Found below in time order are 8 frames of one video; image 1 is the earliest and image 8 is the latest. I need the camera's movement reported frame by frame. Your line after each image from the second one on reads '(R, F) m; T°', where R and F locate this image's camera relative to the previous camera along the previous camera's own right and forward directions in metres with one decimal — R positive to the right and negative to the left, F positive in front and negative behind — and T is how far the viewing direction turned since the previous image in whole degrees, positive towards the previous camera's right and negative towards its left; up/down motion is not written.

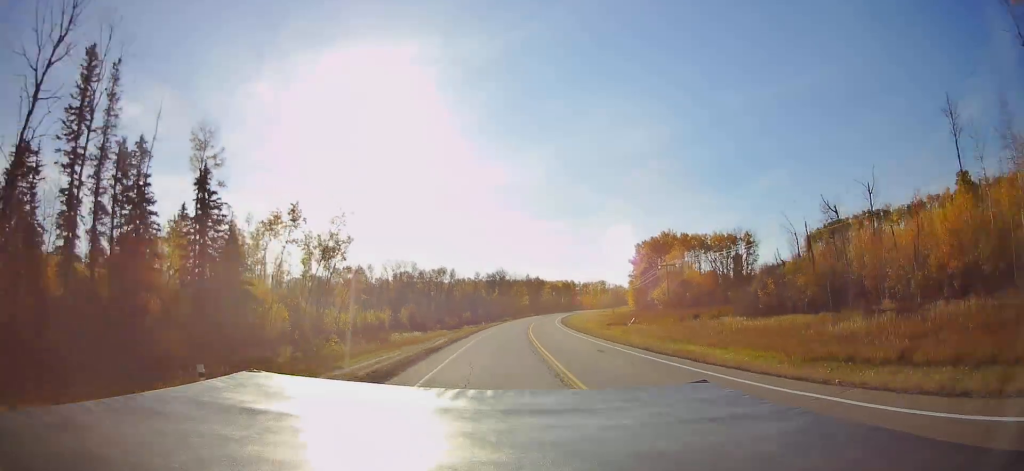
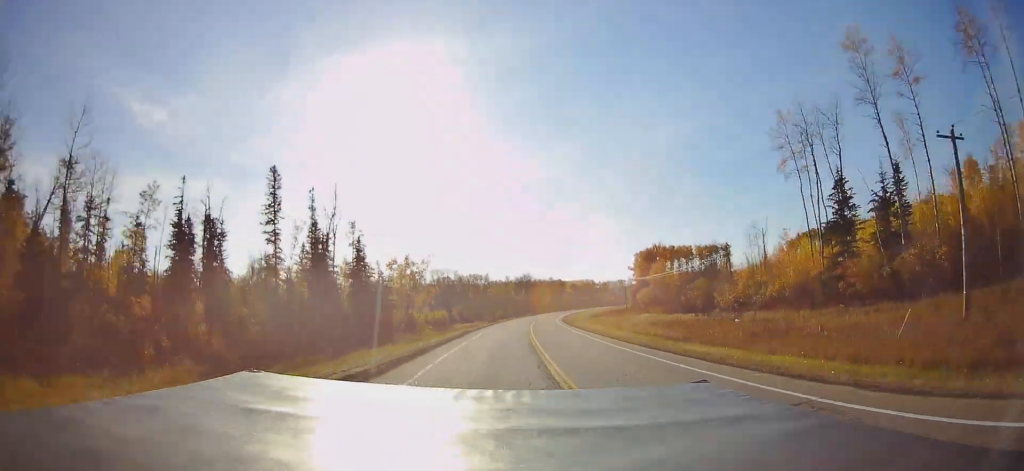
(-1.0, +44.0) m; -3°
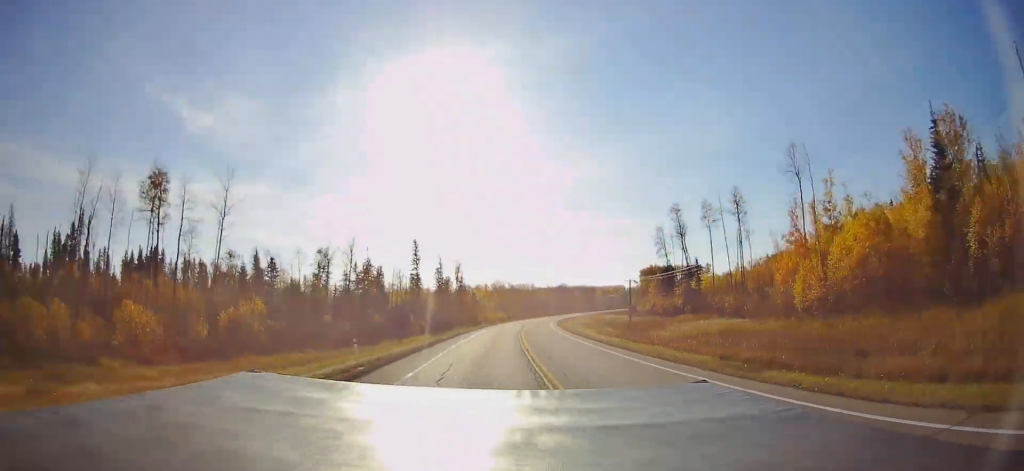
(-3.5, +84.8) m; -5°
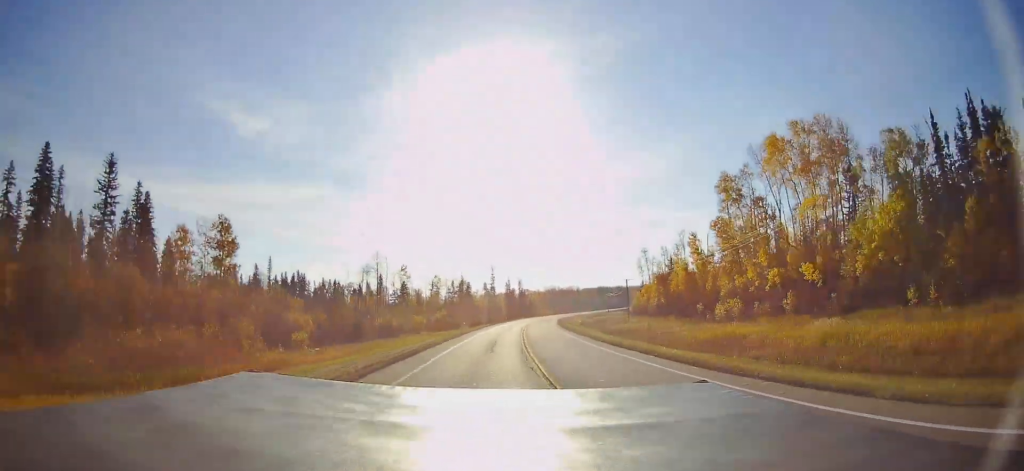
(-5.9, +95.5) m; -6°
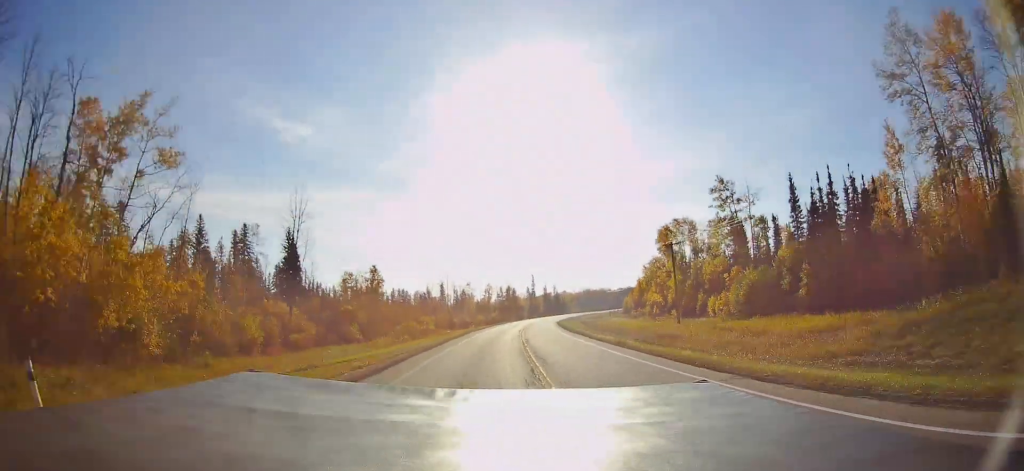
(-2.4, +66.1) m; -4°
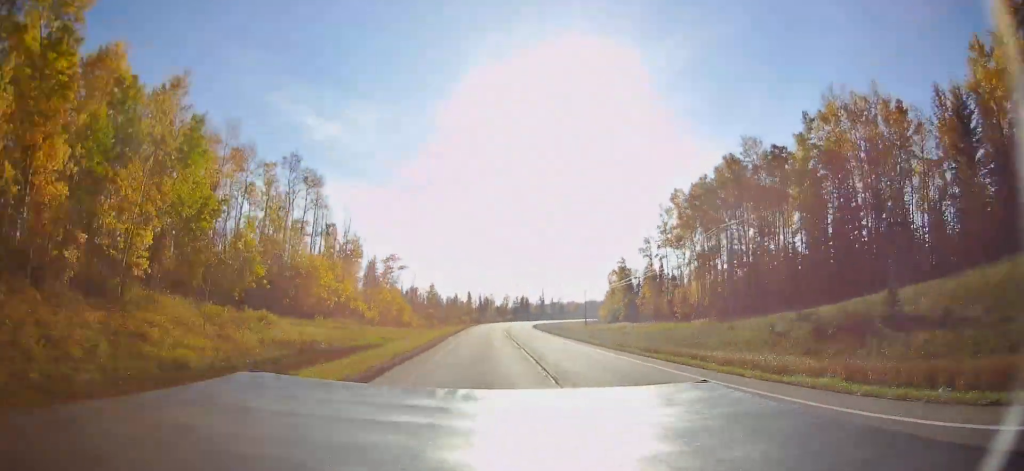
(-2.4, +82.6) m; -2°
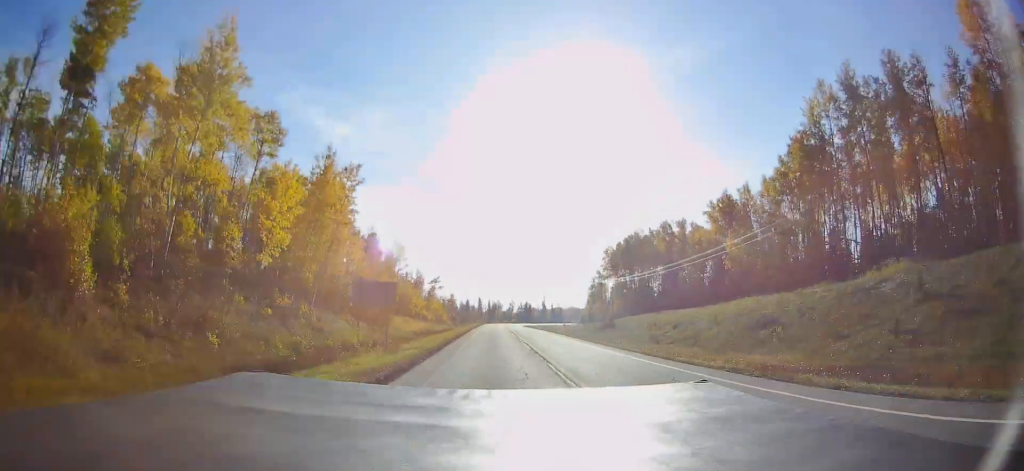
(-0.5, +62.2) m; 0°
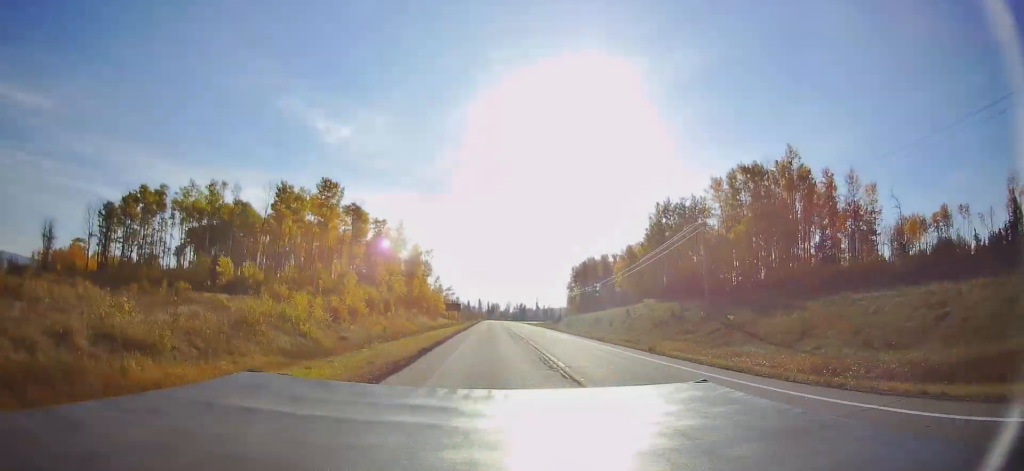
(+0.3, +59.0) m; 0°
